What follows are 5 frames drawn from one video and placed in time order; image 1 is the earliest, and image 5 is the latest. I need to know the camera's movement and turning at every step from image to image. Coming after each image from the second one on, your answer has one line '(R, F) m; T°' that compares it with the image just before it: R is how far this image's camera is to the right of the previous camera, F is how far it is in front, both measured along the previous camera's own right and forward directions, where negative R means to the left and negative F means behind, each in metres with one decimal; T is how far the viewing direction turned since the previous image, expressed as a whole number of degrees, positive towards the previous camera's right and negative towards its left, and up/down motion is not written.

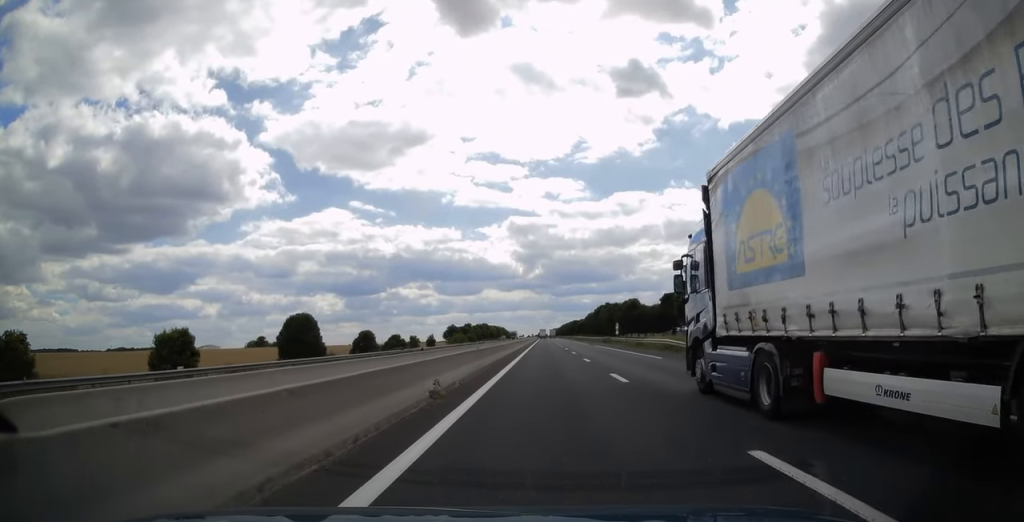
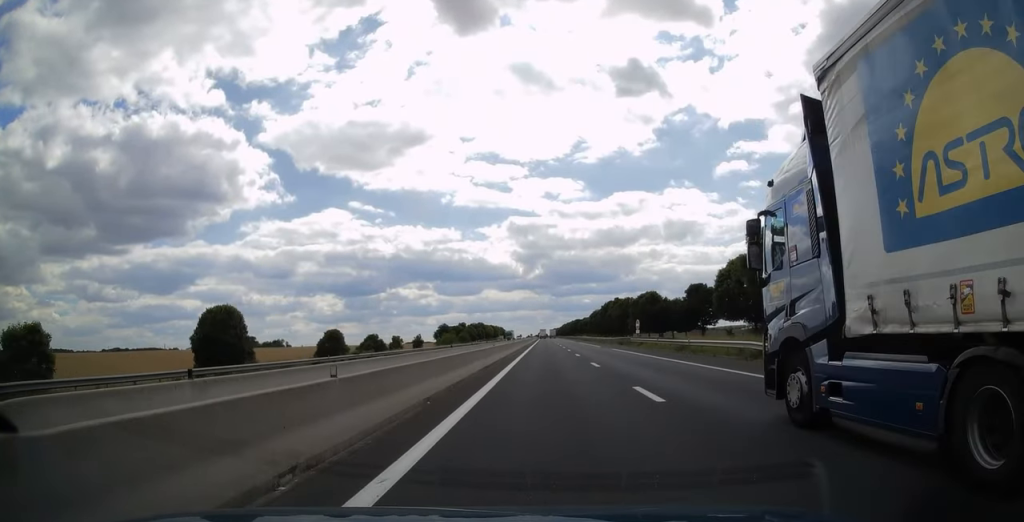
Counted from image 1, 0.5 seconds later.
(+0.2, +17.5) m; 0°
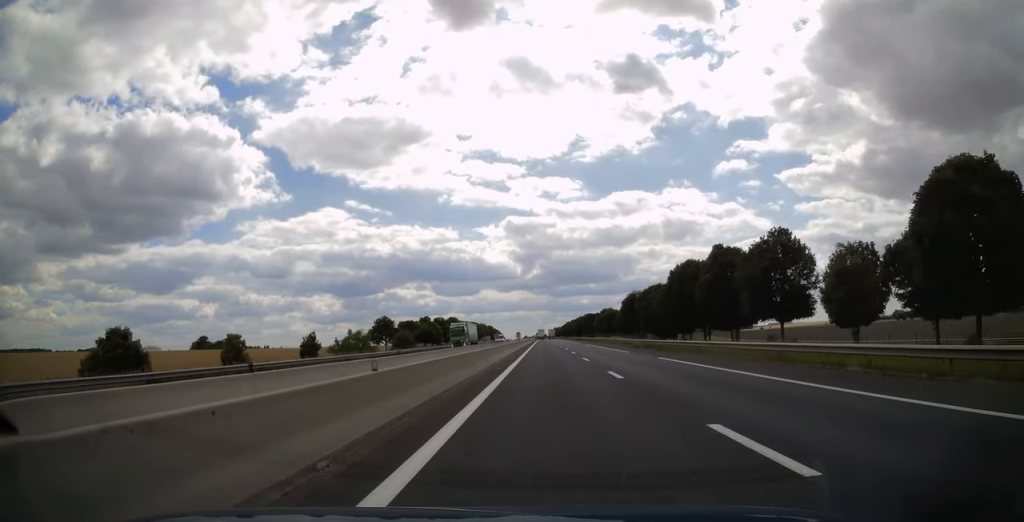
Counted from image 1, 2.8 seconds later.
(+0.1, +70.8) m; +1°
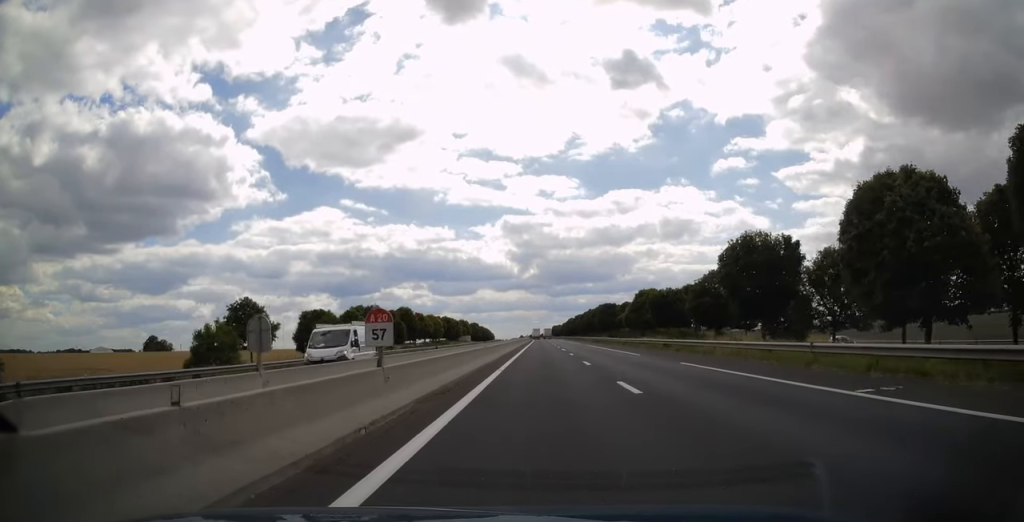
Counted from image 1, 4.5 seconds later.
(-0.7, +56.4) m; -1°
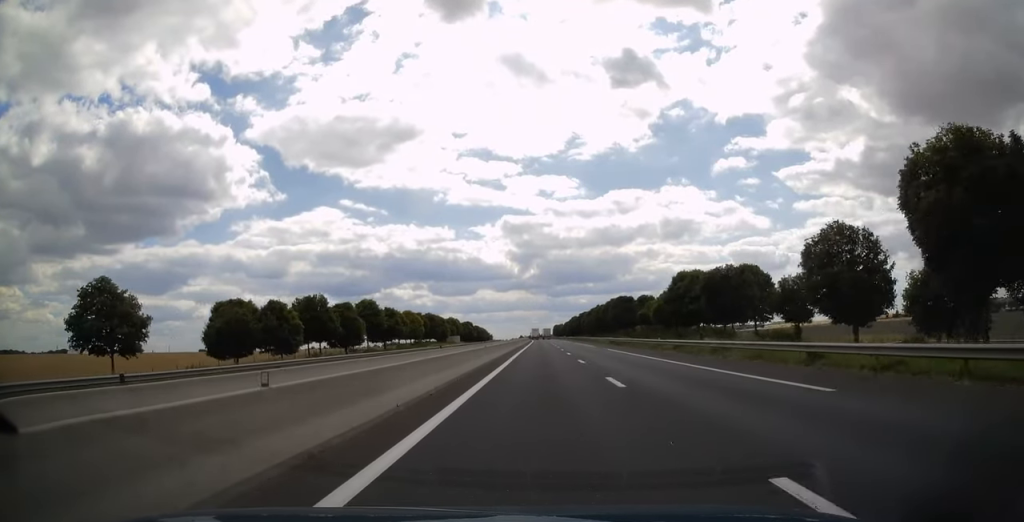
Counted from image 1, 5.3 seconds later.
(+0.2, +23.9) m; 0°
